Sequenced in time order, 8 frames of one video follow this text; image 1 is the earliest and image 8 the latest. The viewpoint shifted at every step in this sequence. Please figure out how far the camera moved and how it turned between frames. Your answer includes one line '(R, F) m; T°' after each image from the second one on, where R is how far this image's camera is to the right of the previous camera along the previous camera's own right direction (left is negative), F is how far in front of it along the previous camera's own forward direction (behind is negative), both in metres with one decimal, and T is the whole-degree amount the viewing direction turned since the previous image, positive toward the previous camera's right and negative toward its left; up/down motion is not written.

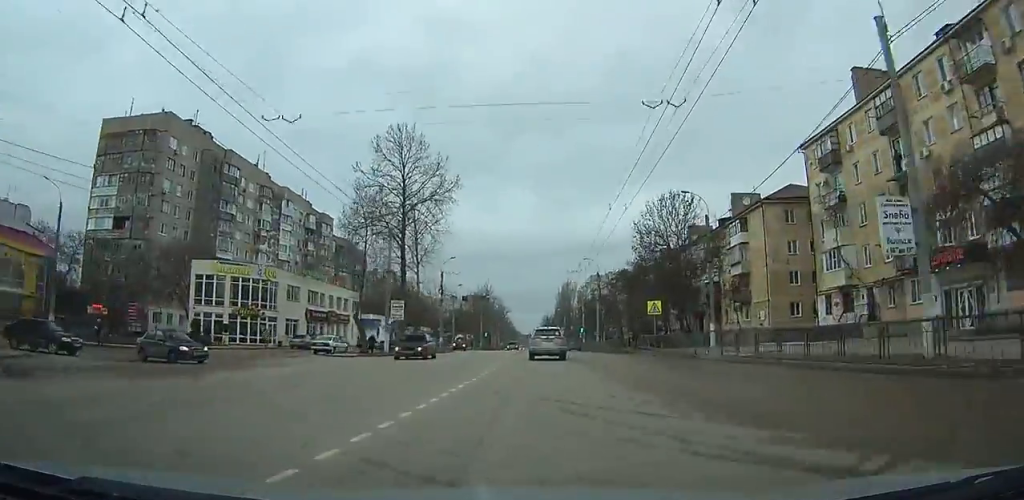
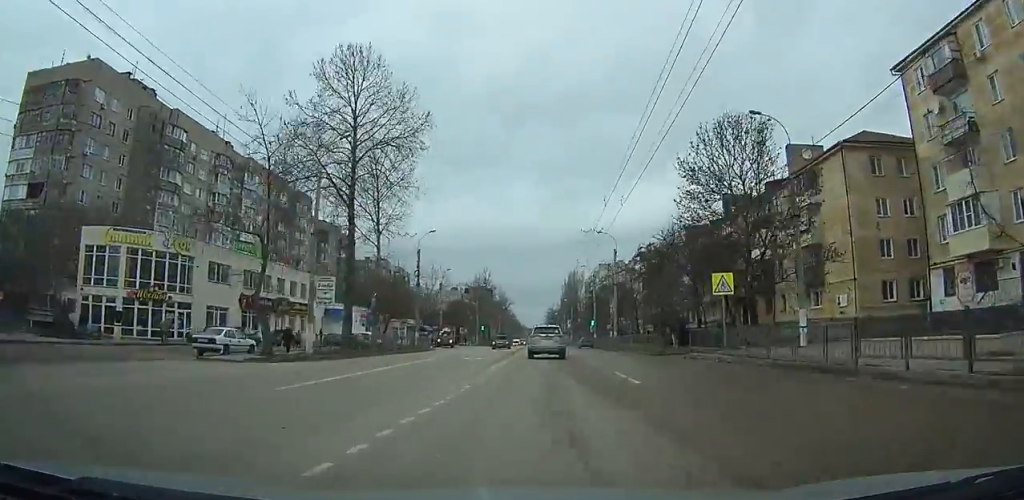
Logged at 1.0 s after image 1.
(0.0, +14.7) m; 0°
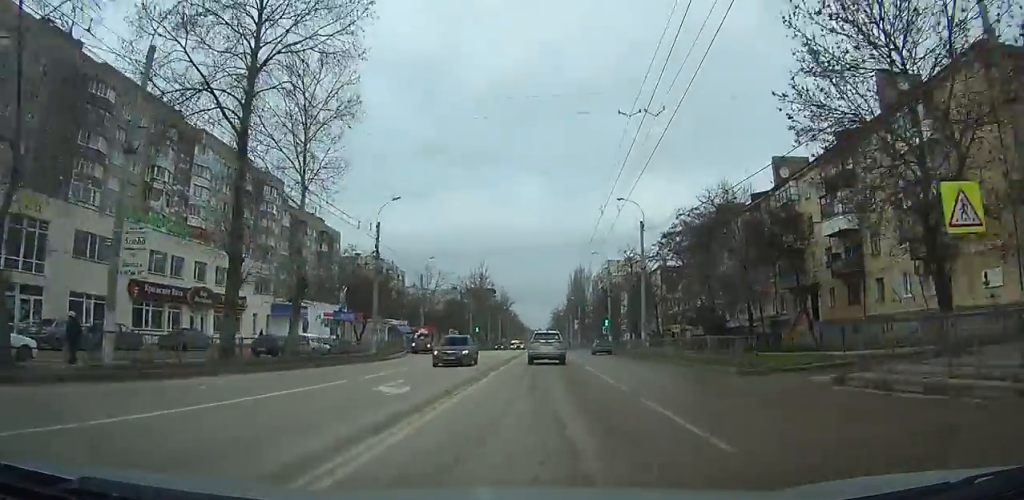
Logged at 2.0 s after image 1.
(+0.1, +14.6) m; 0°
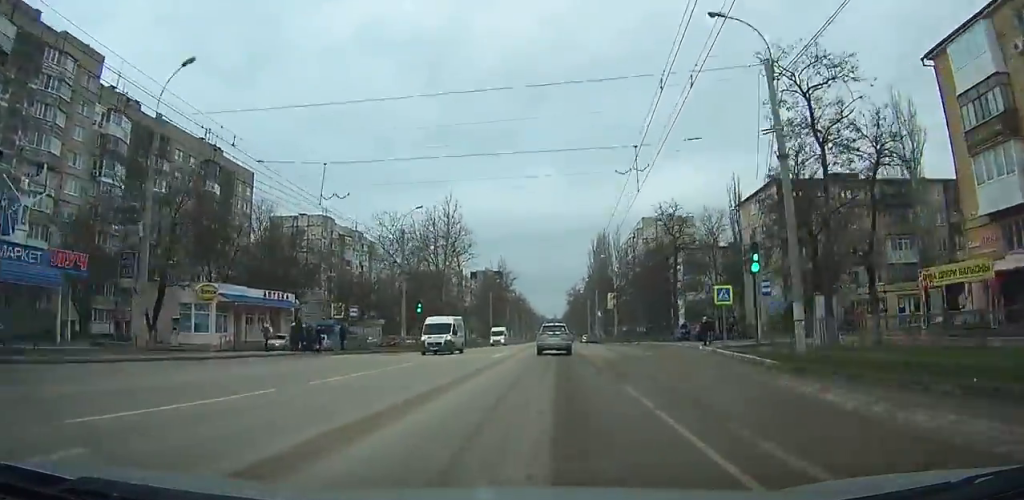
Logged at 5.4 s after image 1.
(+1.5, +49.3) m; +2°
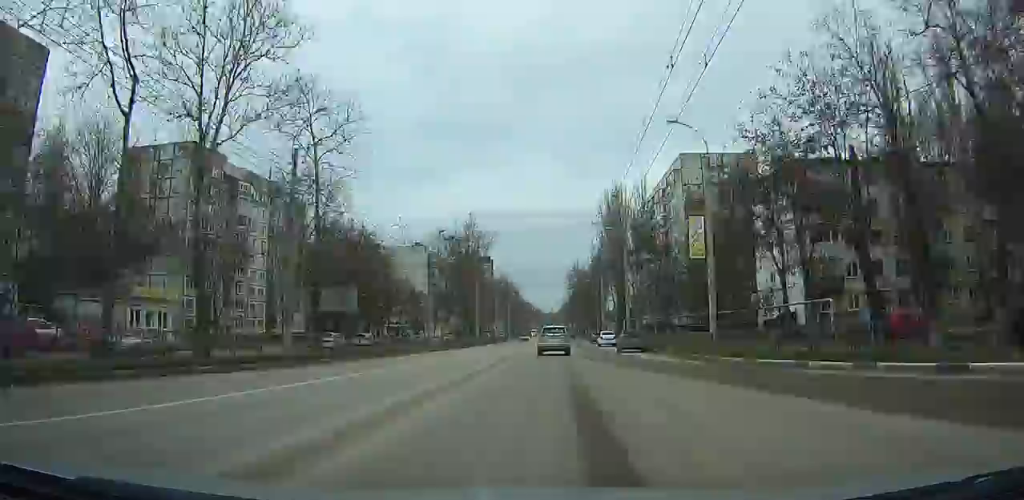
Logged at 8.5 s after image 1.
(-4.6, +48.5) m; -8°
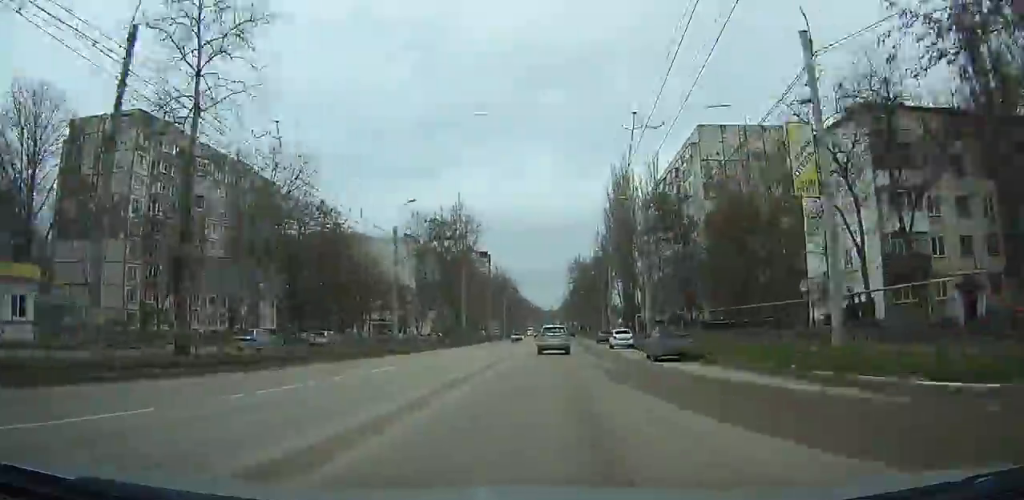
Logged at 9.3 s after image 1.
(+0.7, +13.5) m; +2°
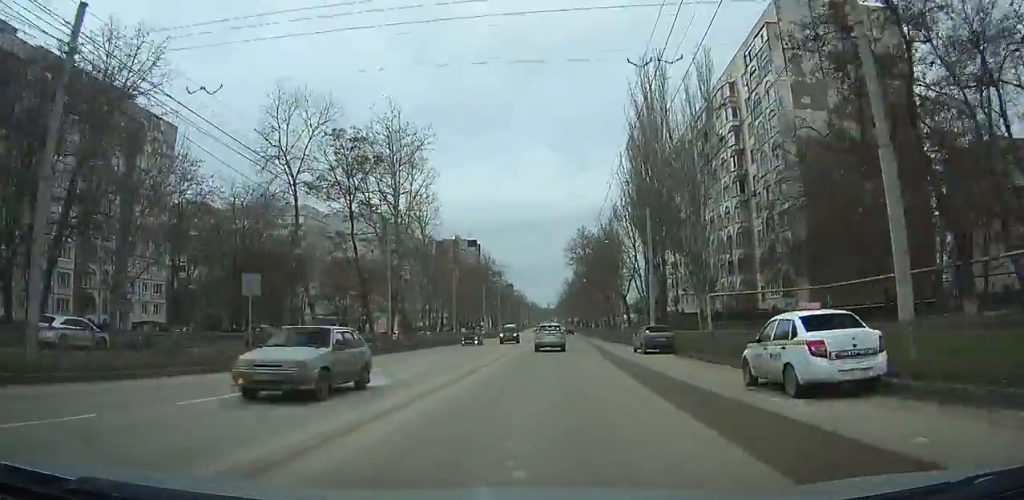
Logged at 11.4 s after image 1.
(+1.8, +35.2) m; 0°
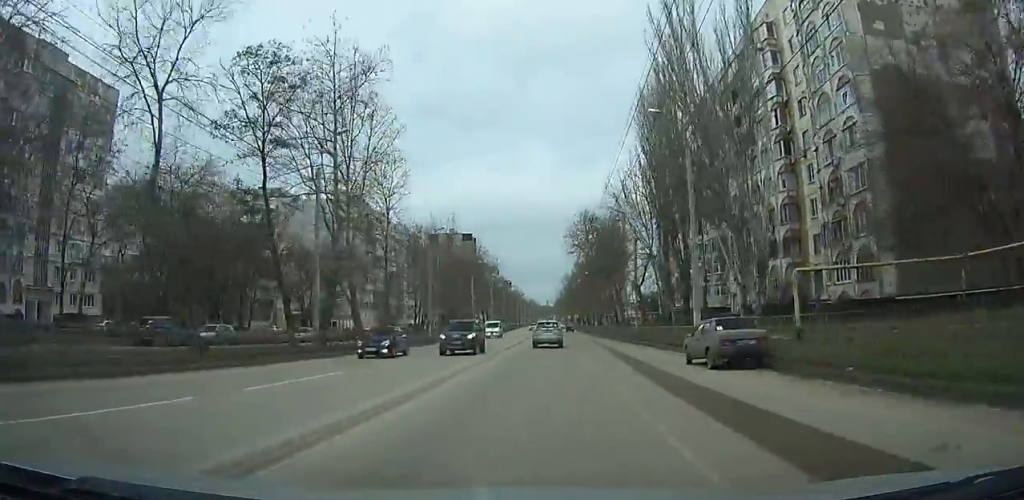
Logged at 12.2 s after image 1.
(+1.0, +13.7) m; -3°
